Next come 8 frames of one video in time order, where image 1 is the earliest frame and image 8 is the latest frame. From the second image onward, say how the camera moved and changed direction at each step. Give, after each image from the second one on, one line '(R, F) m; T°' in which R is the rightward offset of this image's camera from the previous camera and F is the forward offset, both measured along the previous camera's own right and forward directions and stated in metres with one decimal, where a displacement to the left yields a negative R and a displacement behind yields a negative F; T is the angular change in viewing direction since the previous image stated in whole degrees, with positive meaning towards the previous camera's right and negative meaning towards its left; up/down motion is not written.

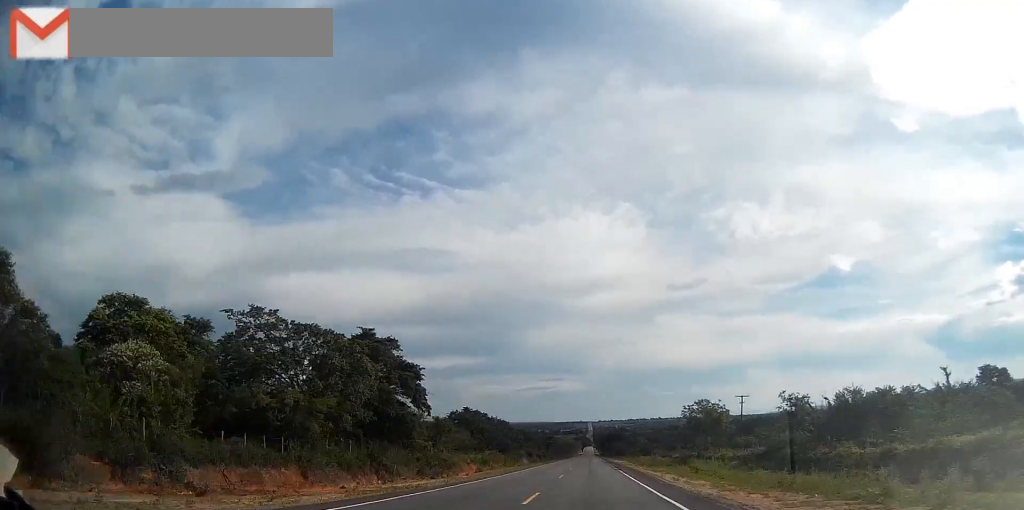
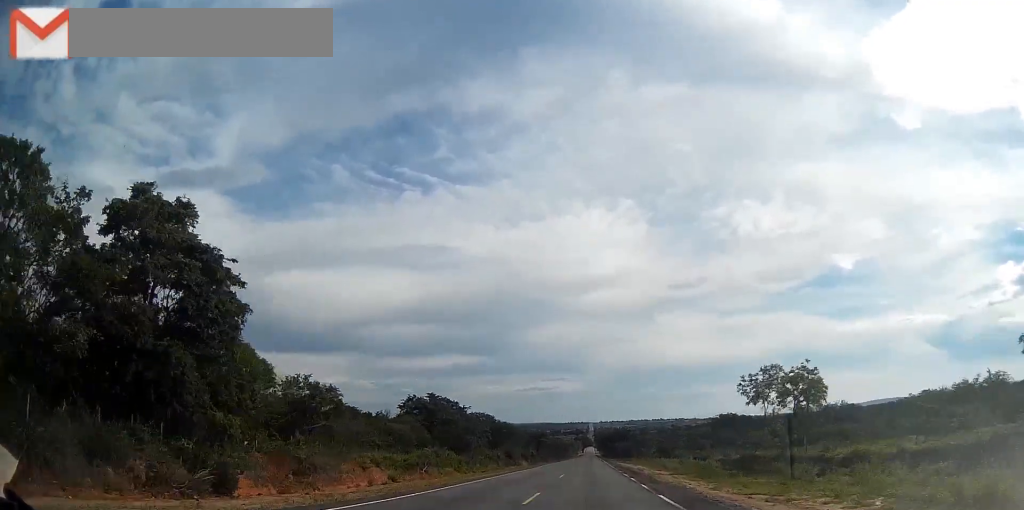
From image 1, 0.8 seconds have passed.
(0.0, +31.1) m; 0°
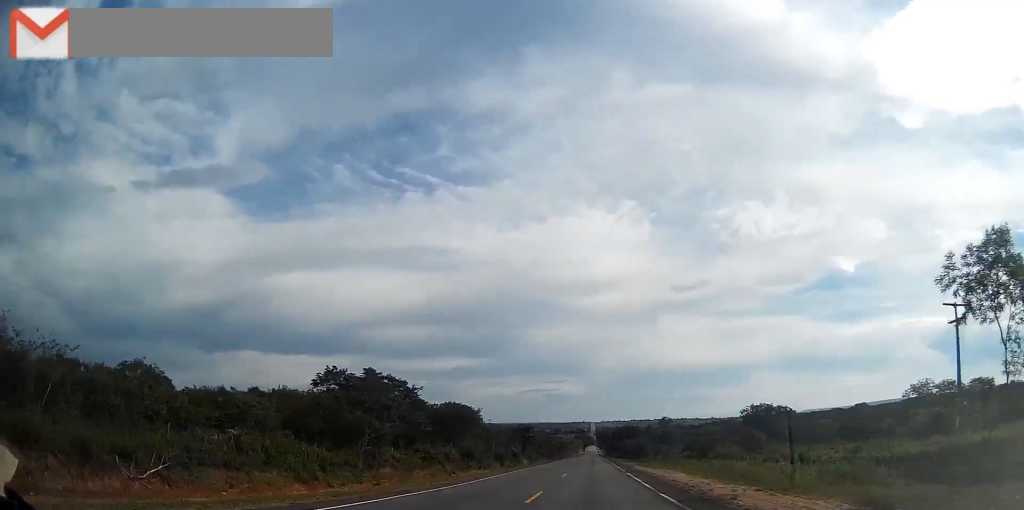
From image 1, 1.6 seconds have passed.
(0.0, +31.4) m; 0°
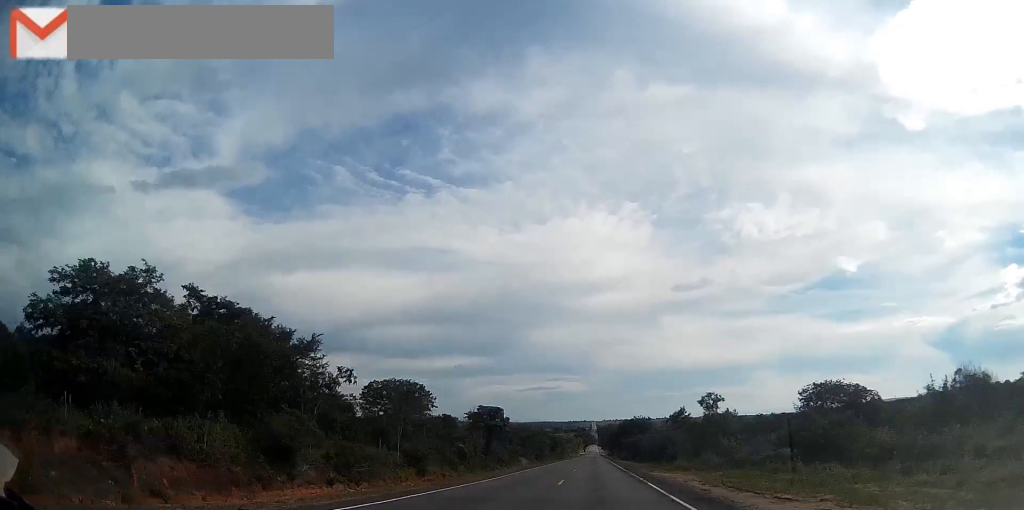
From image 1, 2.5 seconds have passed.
(-0.1, +36.5) m; 0°
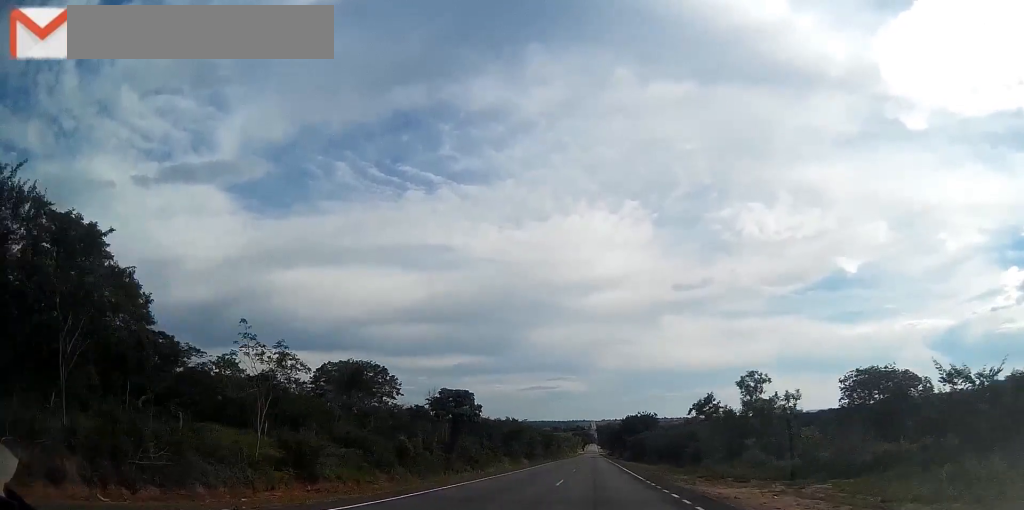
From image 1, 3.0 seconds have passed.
(-0.1, +17.4) m; 0°
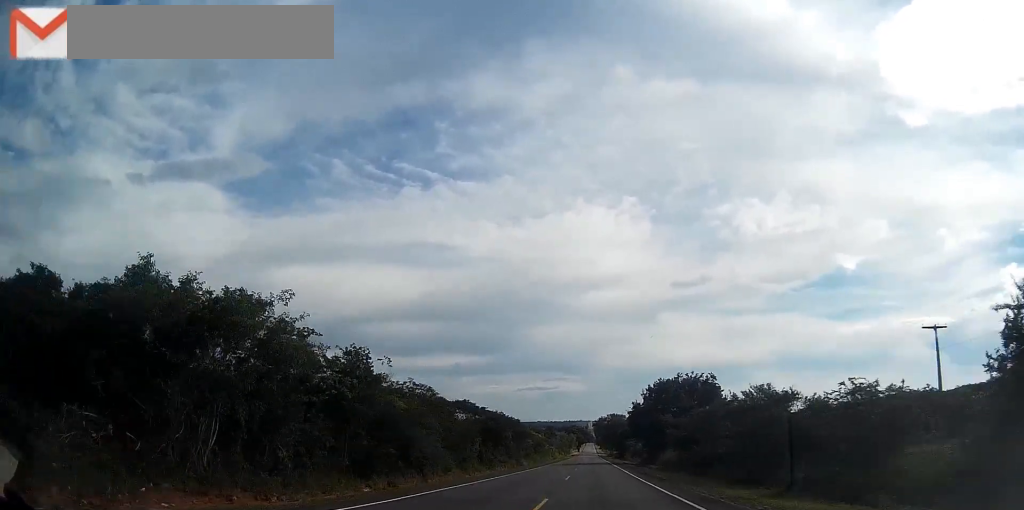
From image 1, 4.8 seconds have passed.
(+0.3, +73.6) m; 0°
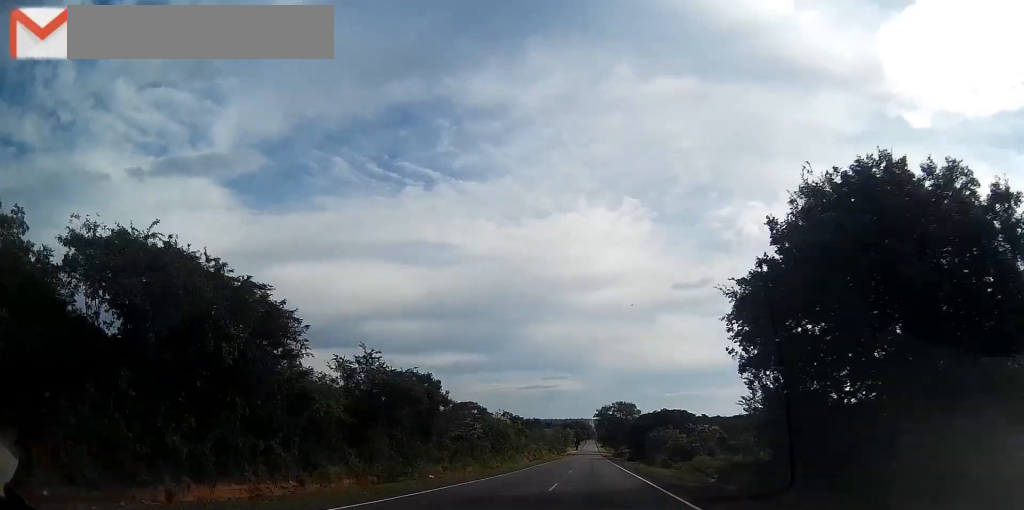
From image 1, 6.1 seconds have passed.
(0.0, +53.9) m; 0°
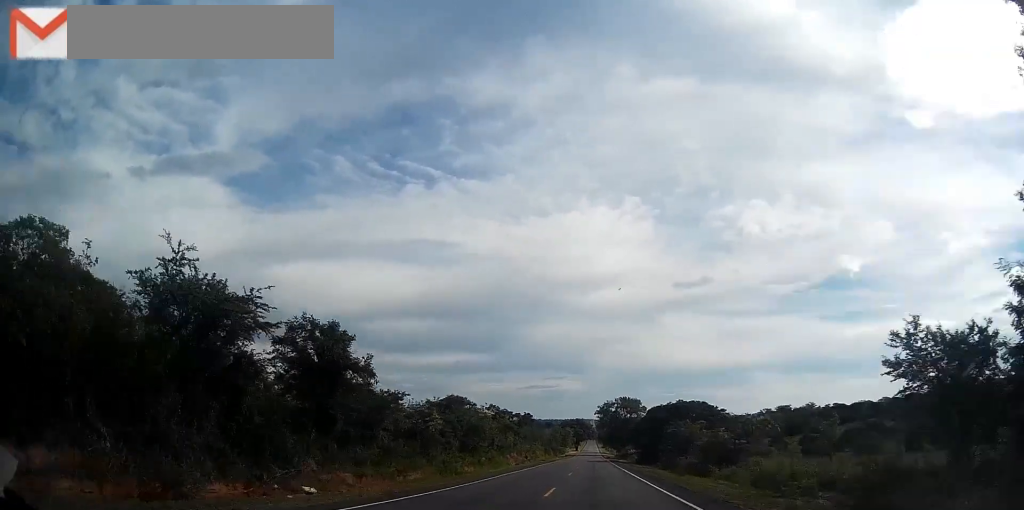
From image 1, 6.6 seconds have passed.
(0.0, +18.1) m; 0°
